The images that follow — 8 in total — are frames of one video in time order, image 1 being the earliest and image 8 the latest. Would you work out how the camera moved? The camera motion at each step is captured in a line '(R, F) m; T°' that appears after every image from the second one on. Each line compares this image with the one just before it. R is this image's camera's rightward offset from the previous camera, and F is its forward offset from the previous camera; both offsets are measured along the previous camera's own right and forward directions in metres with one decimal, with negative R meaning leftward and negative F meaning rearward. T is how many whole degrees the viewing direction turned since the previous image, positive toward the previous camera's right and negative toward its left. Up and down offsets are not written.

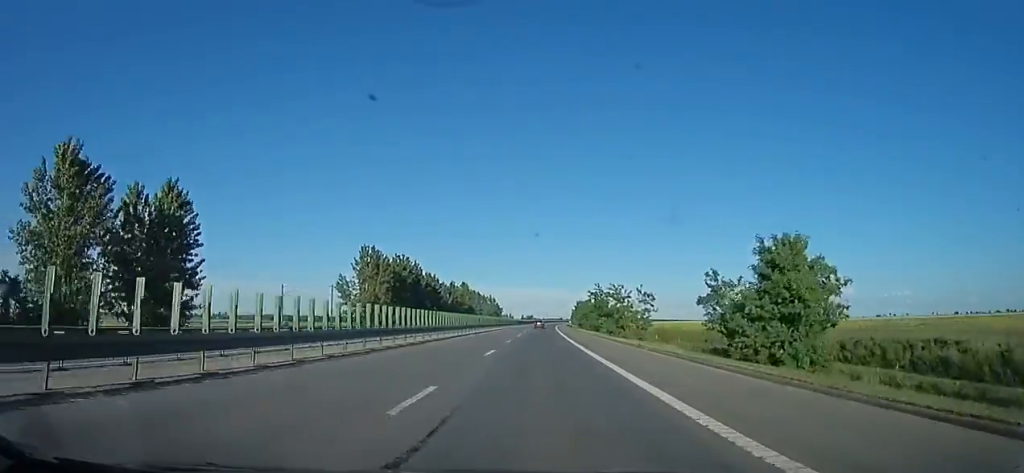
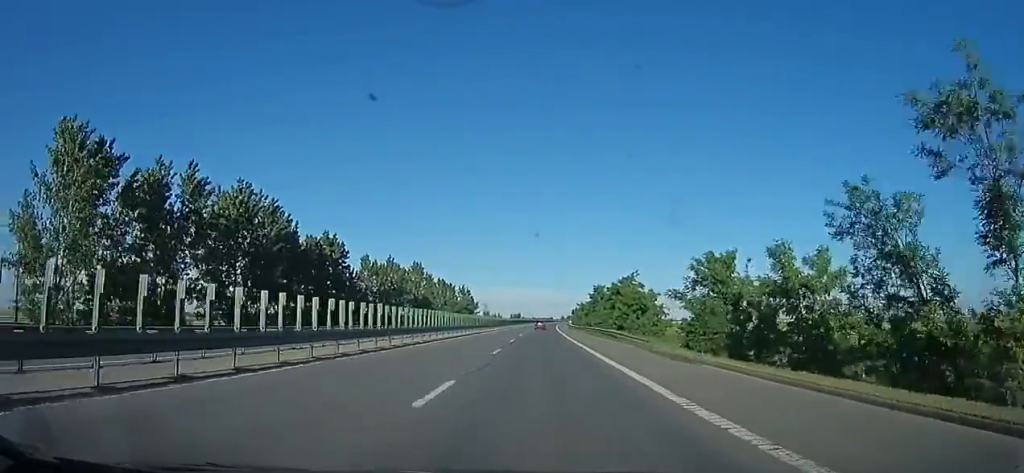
(+2.2, +59.4) m; +2°
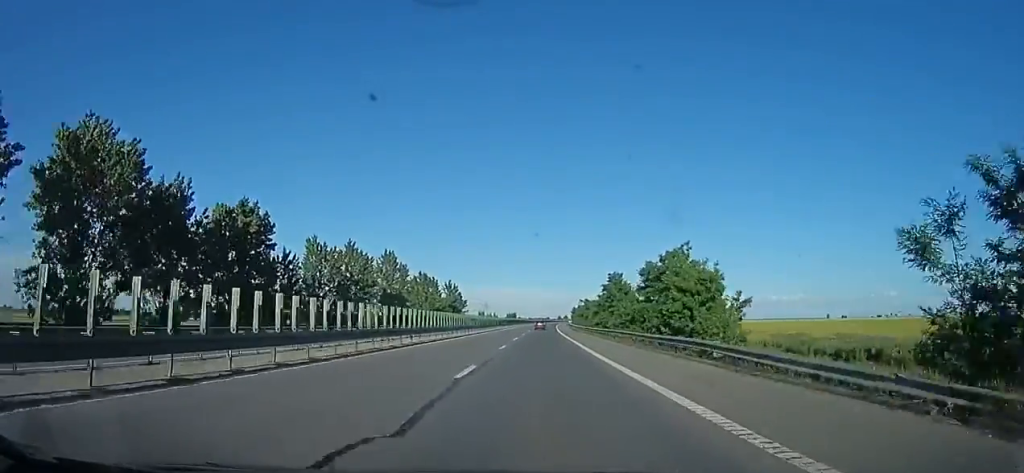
(-0.9, +20.1) m; -1°
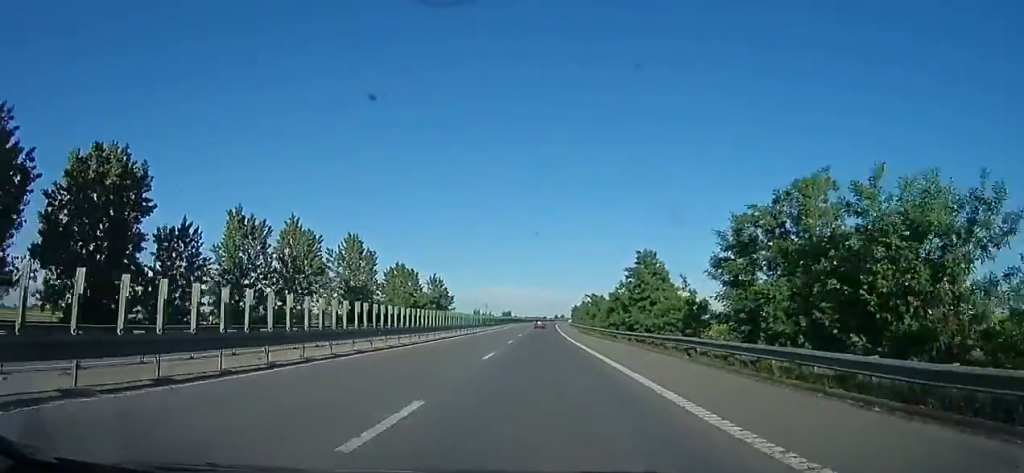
(-0.4, +18.3) m; -1°
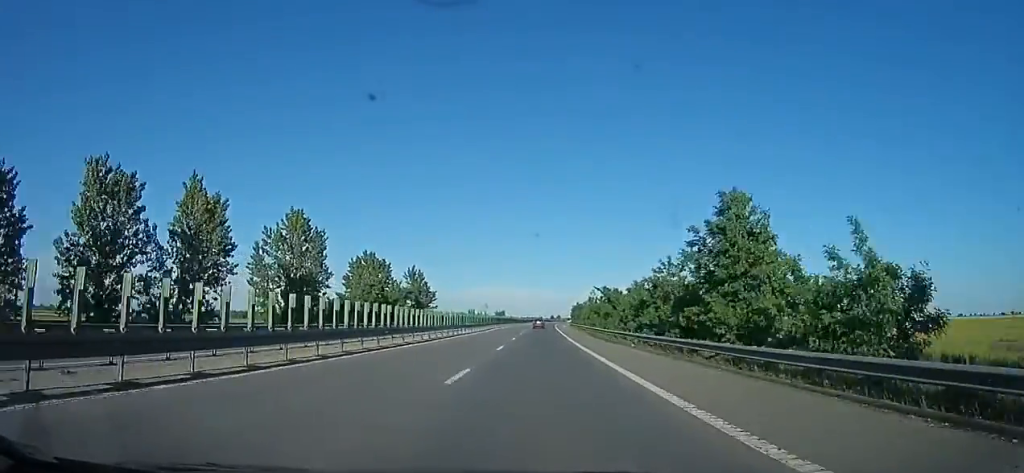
(0.0, +18.8) m; +1°
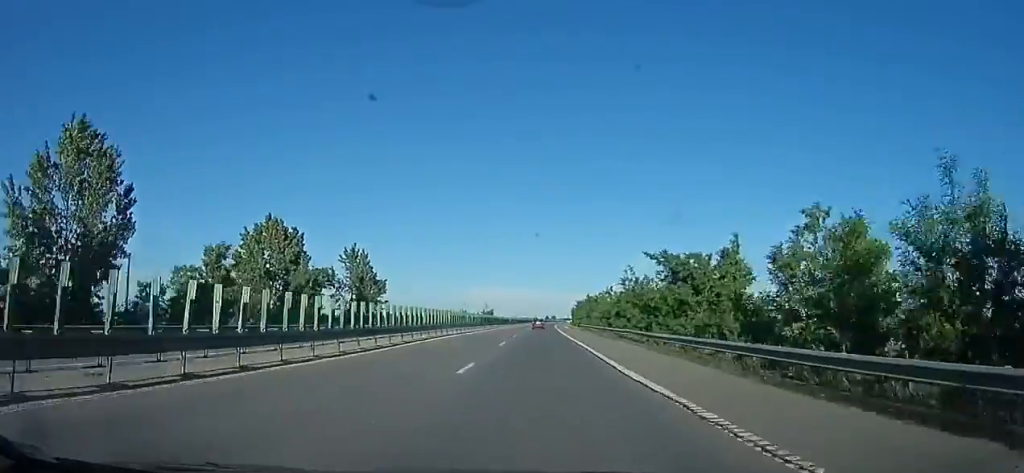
(+0.7, +34.0) m; +2°
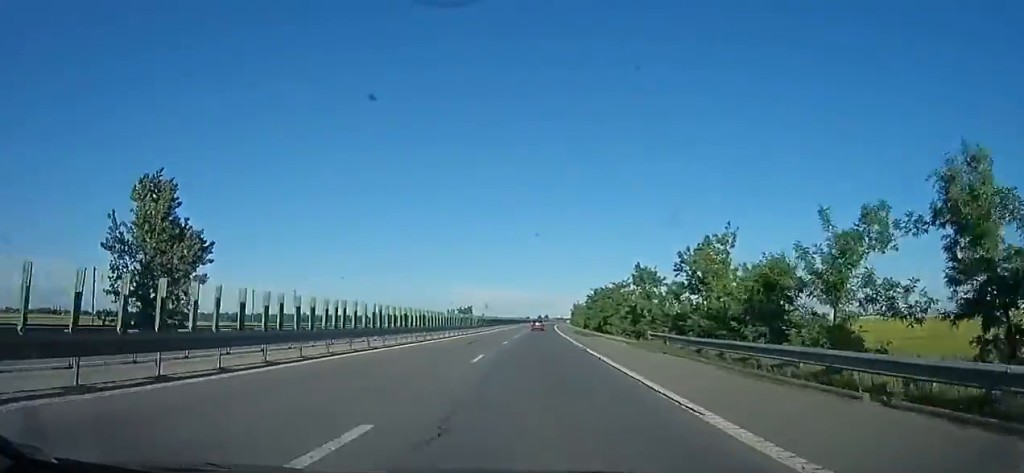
(+0.8, +44.4) m; +1°
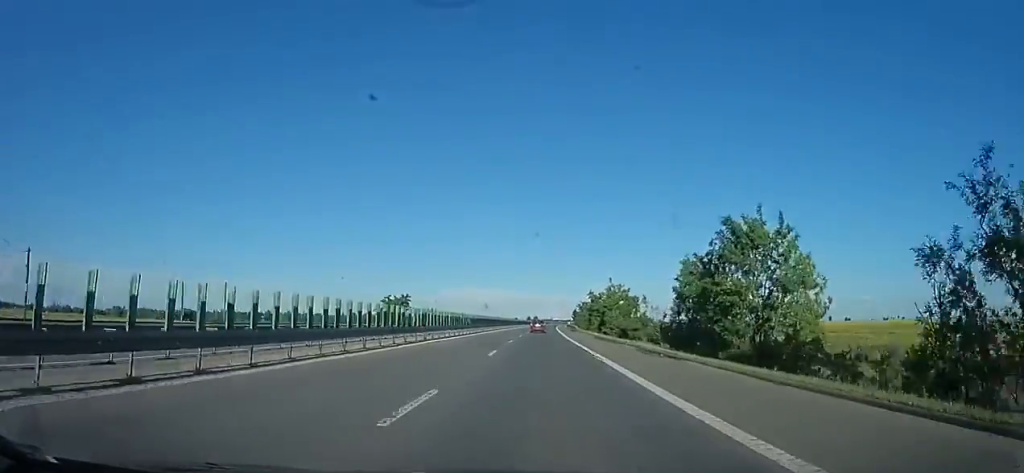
(+0.3, +68.5) m; 0°
